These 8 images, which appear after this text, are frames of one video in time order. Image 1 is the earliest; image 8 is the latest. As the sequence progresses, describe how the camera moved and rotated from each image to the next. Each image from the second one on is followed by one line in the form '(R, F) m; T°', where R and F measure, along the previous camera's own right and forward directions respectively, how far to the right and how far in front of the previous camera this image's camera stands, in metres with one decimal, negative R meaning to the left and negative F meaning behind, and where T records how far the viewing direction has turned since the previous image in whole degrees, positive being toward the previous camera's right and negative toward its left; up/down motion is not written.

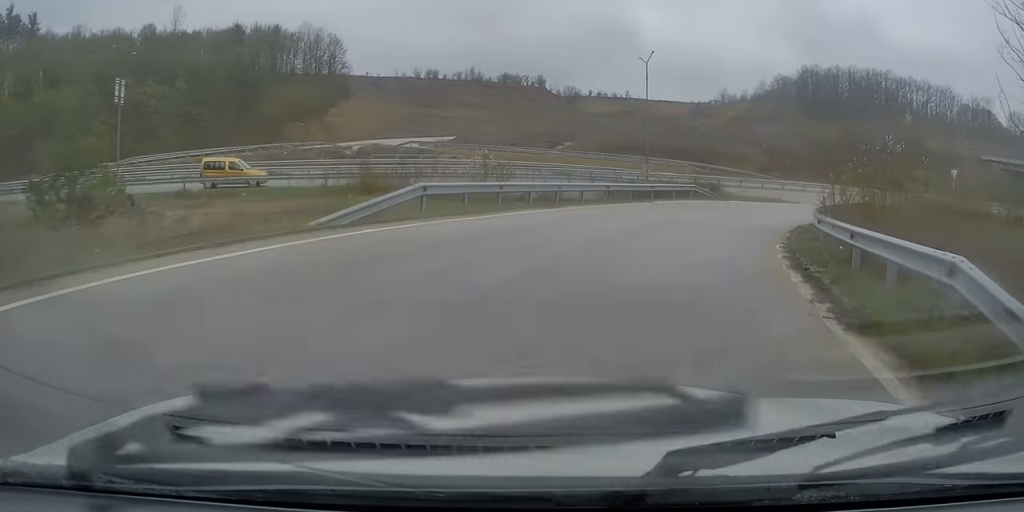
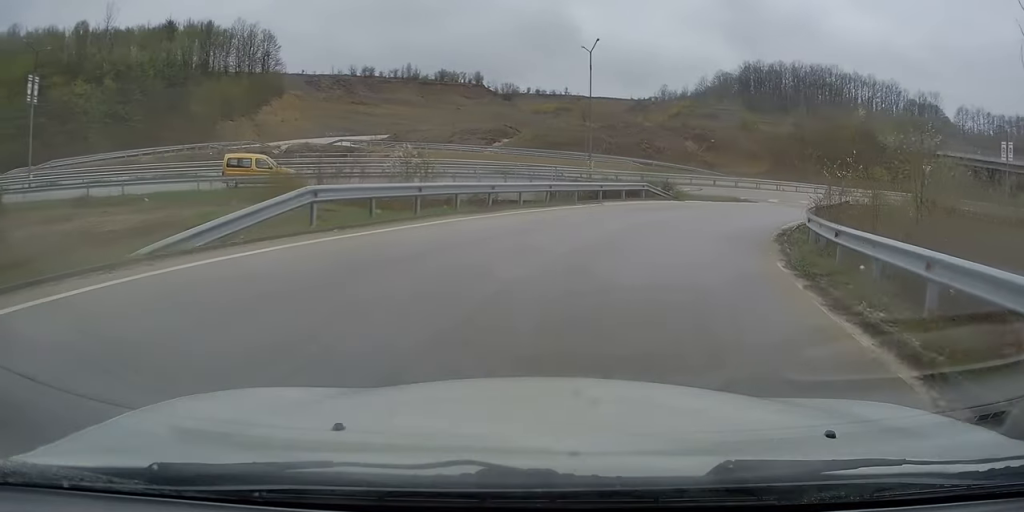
(+0.2, +3.8) m; +6°
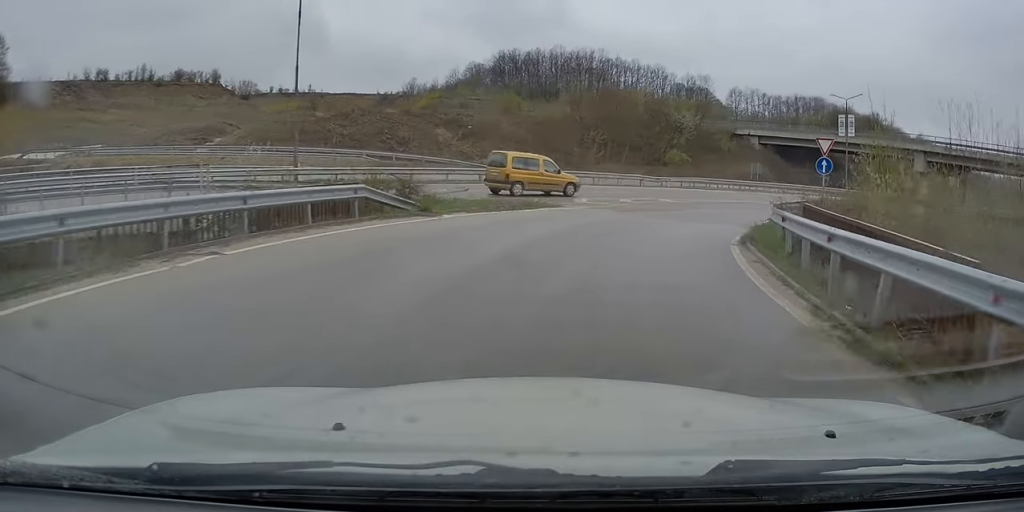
(+3.4, +15.4) m; +21°
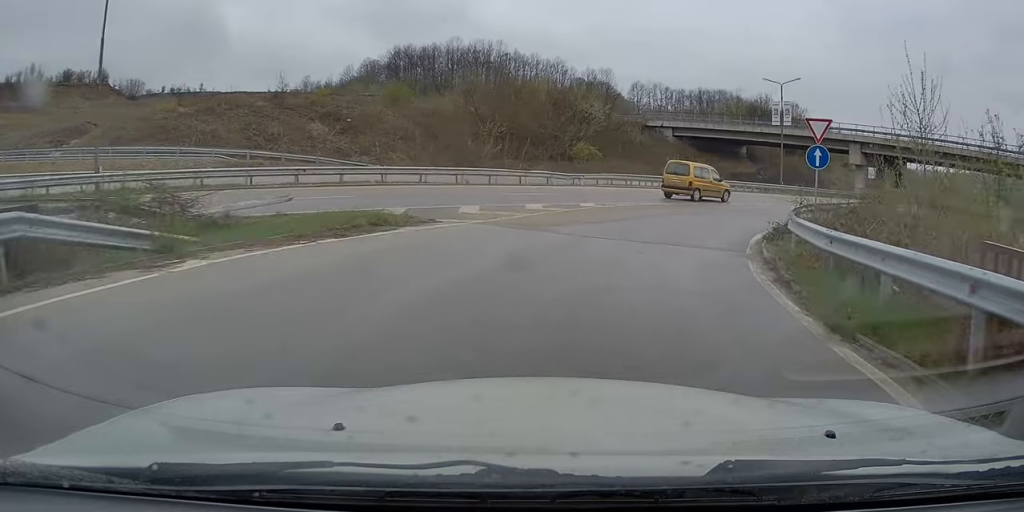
(+0.1, +8.0) m; -1°
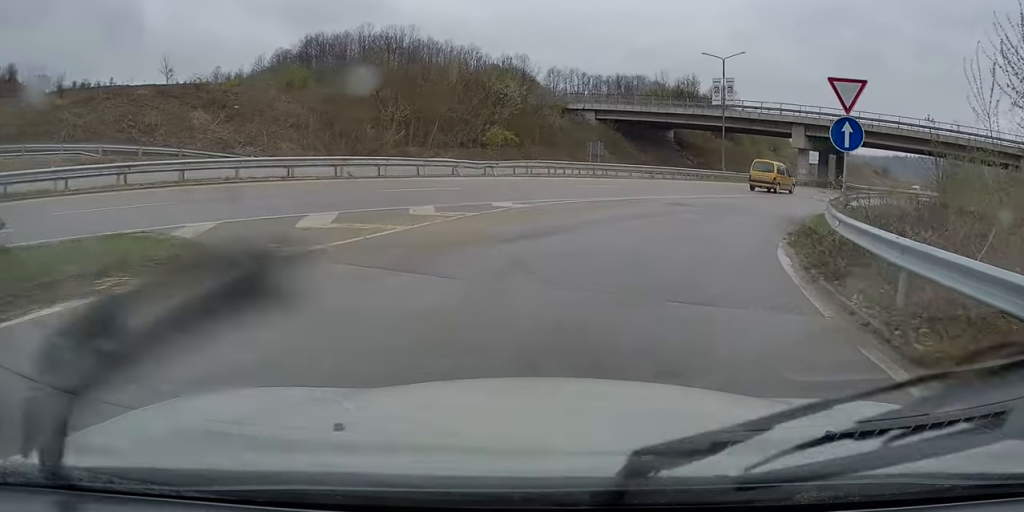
(-0.2, +5.9) m; +6°
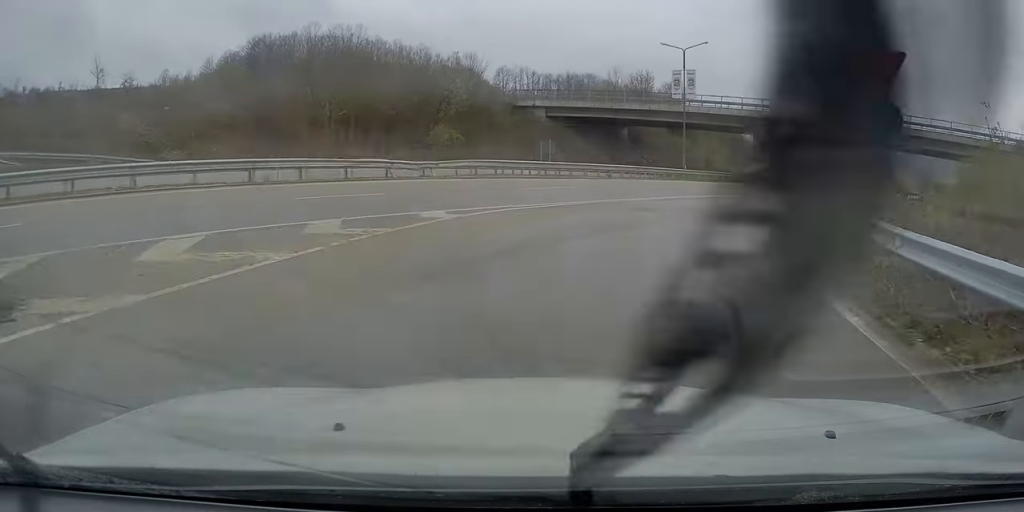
(+0.4, +2.7) m; +8°
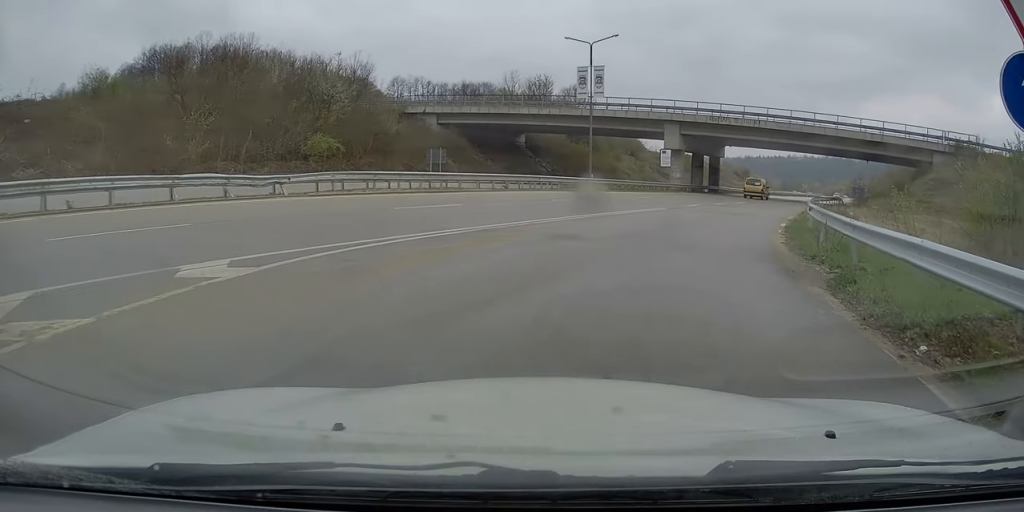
(+0.7, +4.6) m; +12°
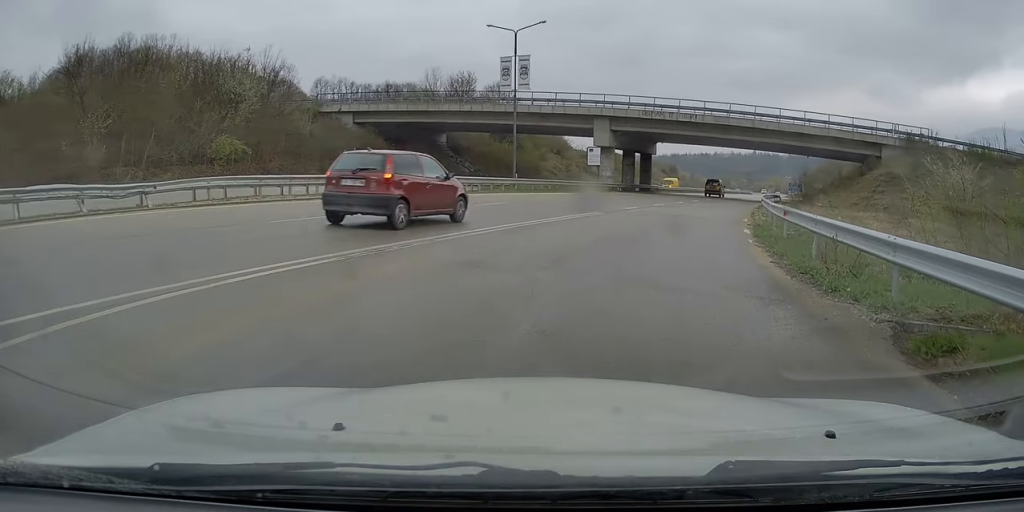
(+0.1, +2.9) m; +6°
